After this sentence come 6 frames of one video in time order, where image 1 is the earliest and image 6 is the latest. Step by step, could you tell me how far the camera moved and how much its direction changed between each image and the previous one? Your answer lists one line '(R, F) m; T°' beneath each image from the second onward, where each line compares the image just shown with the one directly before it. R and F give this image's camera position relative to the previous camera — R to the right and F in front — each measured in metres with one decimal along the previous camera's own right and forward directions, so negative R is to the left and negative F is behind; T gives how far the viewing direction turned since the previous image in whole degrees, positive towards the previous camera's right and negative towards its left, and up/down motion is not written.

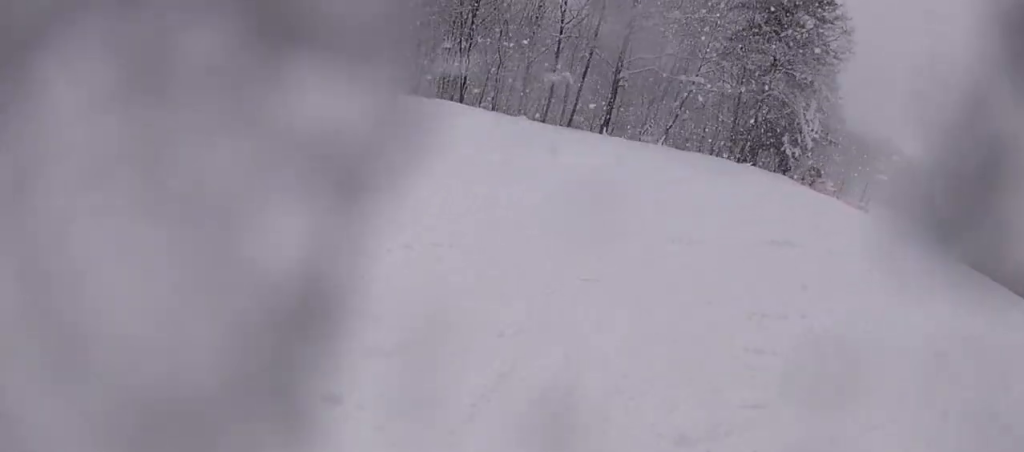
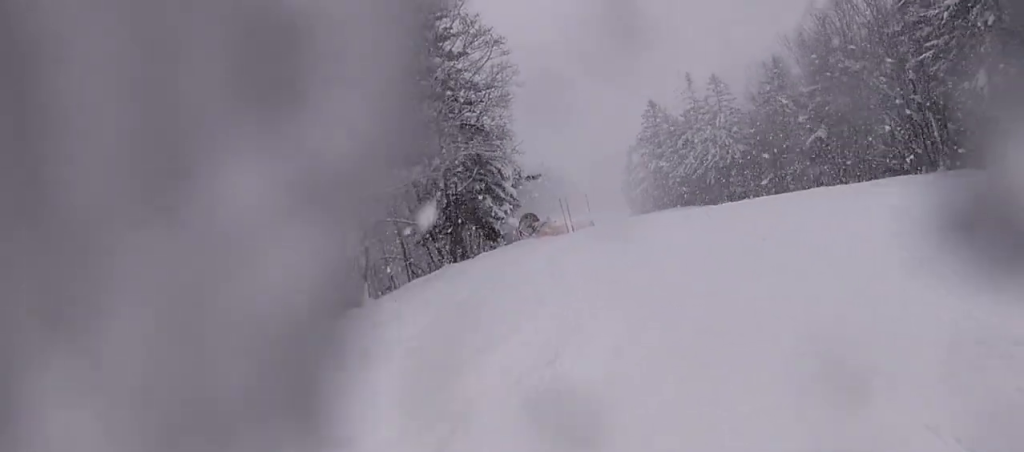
(+0.7, +9.8) m; +33°
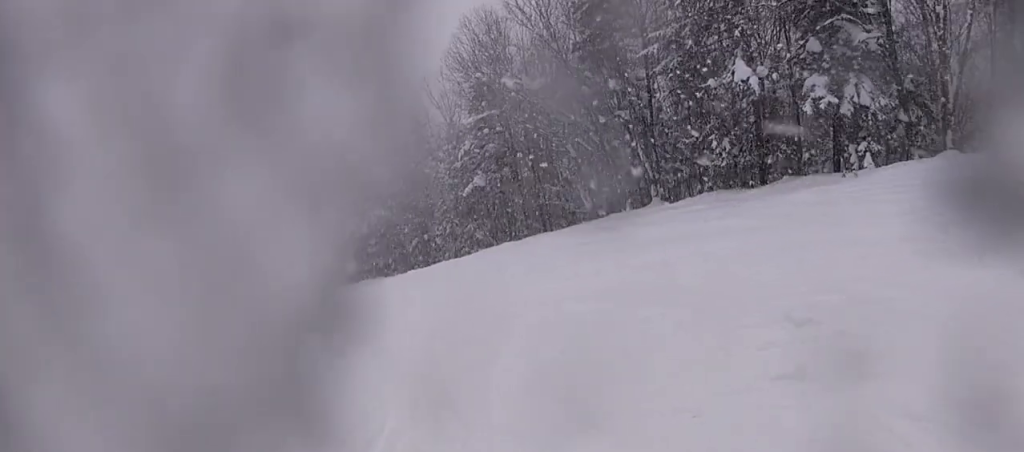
(+0.8, +9.4) m; +30°
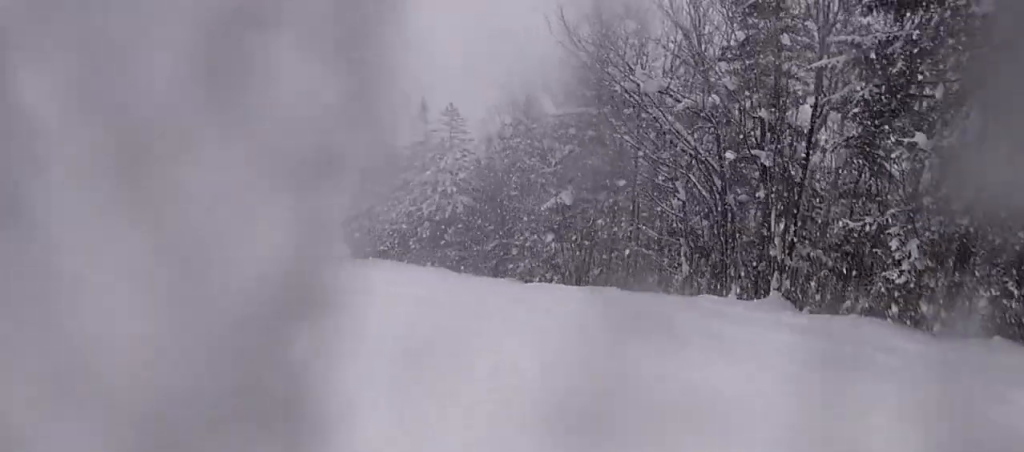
(+1.6, +5.9) m; -1°
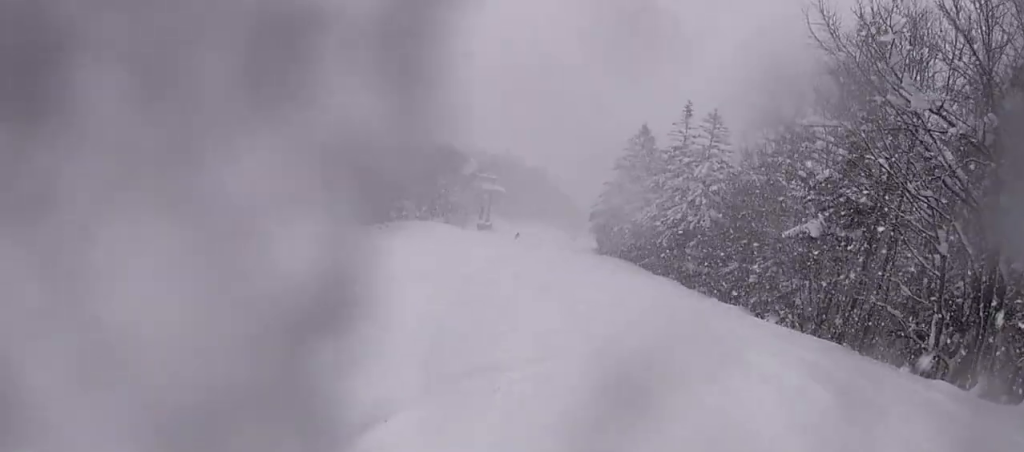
(-0.1, +2.1) m; -17°
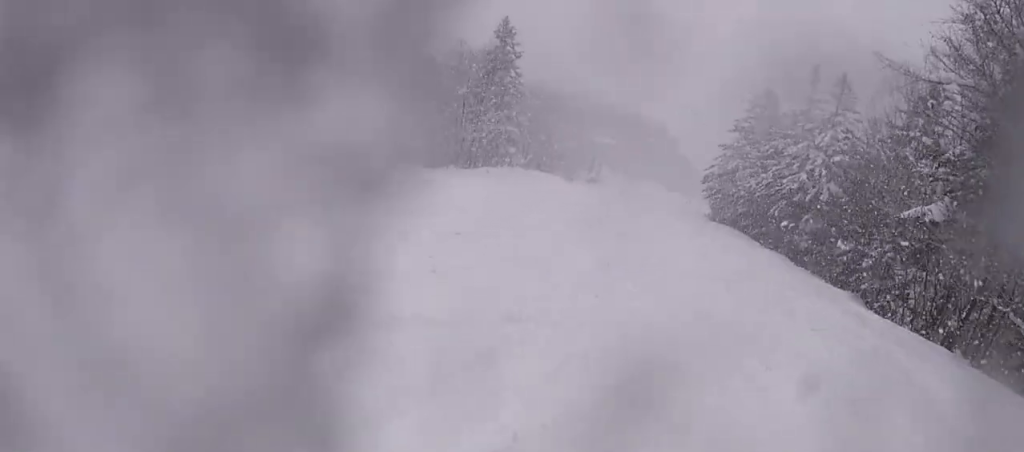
(-0.4, +1.4) m; -22°
